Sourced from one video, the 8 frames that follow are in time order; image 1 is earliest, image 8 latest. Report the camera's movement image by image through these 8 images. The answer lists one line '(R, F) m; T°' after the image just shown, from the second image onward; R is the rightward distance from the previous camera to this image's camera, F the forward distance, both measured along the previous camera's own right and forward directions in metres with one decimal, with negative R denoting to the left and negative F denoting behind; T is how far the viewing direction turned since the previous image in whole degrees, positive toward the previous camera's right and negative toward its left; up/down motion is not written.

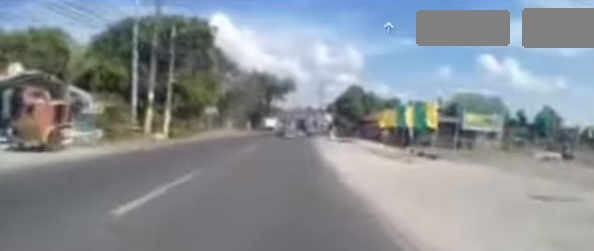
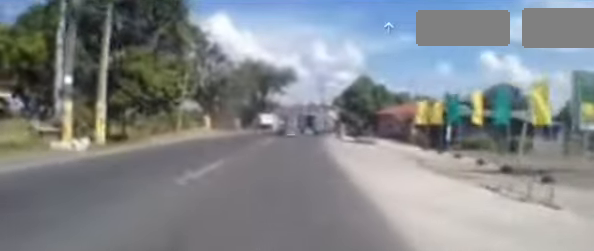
(0.0, +7.4) m; +3°
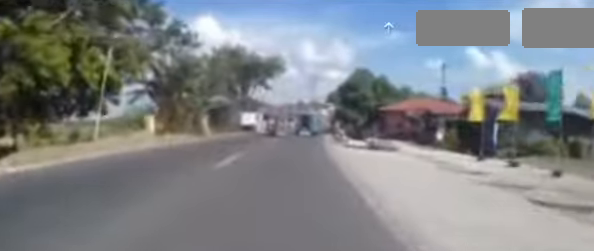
(+0.2, +7.1) m; +4°
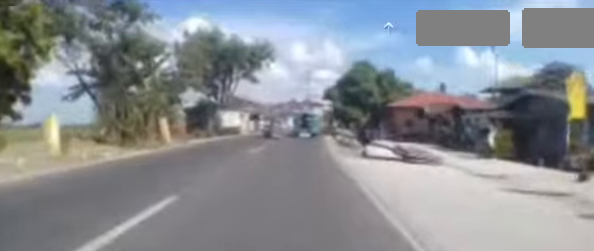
(+0.3, +5.3) m; +2°
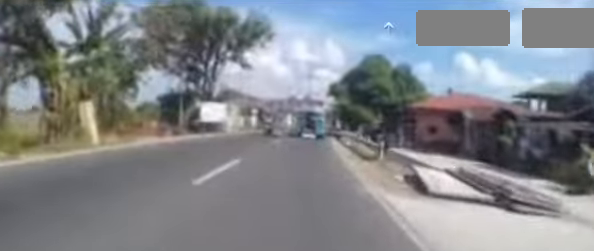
(+0.1, +5.3) m; +2°
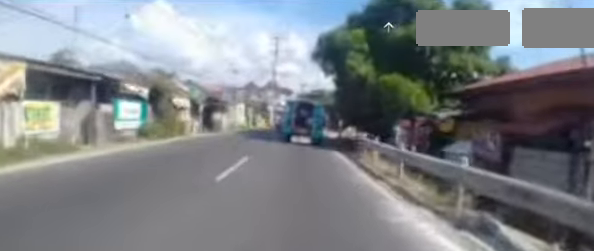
(+0.1, +16.8) m; +2°
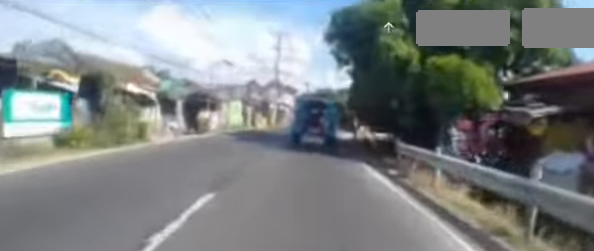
(+0.3, +3.7) m; +3°
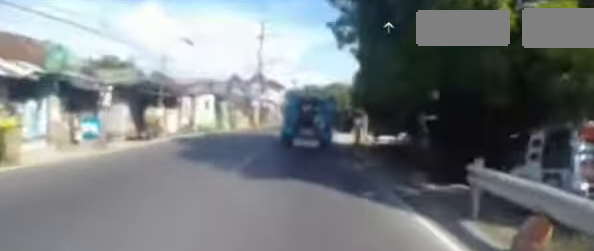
(-0.1, +4.0) m; -4°
